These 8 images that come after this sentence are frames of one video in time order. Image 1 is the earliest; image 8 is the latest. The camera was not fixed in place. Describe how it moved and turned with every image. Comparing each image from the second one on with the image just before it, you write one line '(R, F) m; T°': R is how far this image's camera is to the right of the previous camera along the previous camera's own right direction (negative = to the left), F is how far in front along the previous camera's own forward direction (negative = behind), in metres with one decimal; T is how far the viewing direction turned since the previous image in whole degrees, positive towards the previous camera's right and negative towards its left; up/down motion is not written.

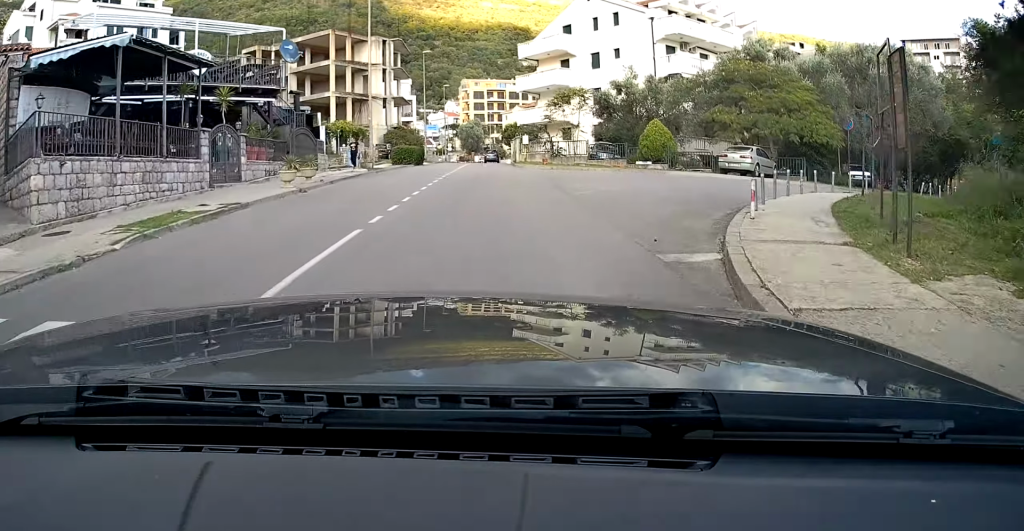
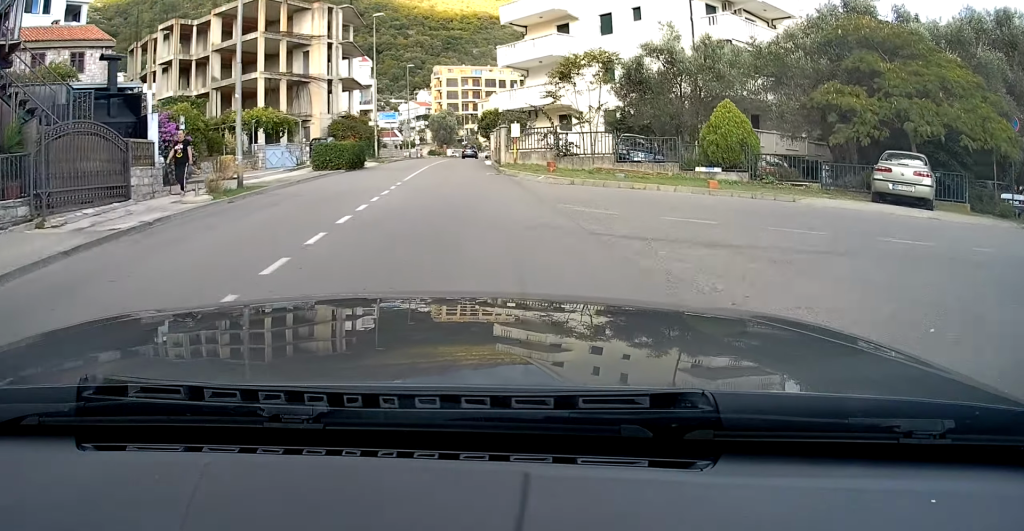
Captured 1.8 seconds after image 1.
(+0.4, +16.0) m; +1°
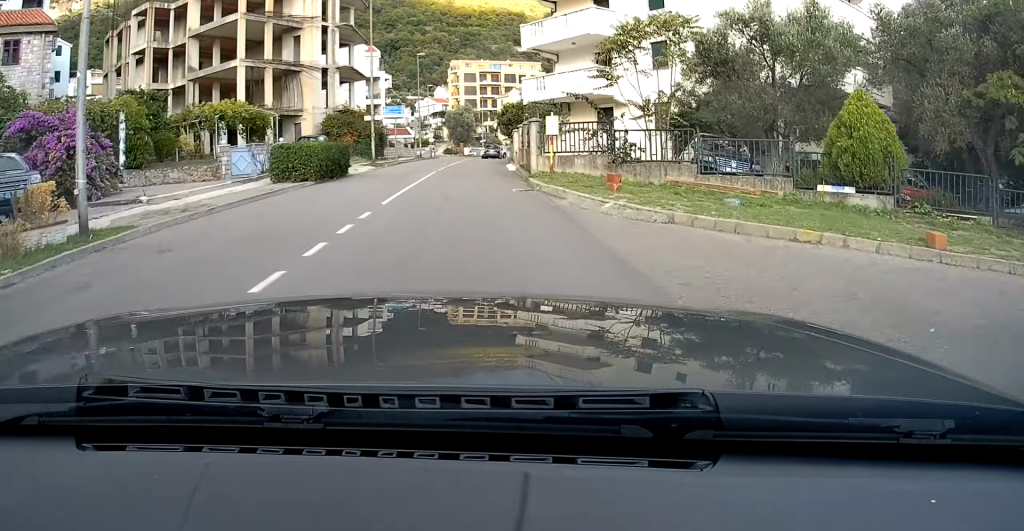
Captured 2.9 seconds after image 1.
(0.0, +8.9) m; +1°
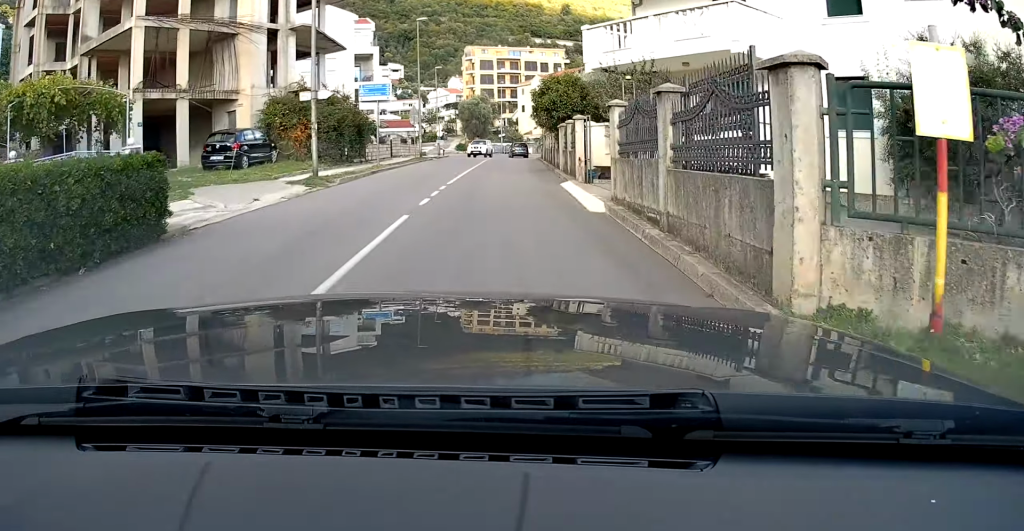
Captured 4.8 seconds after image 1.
(0.0, +16.6) m; +1°
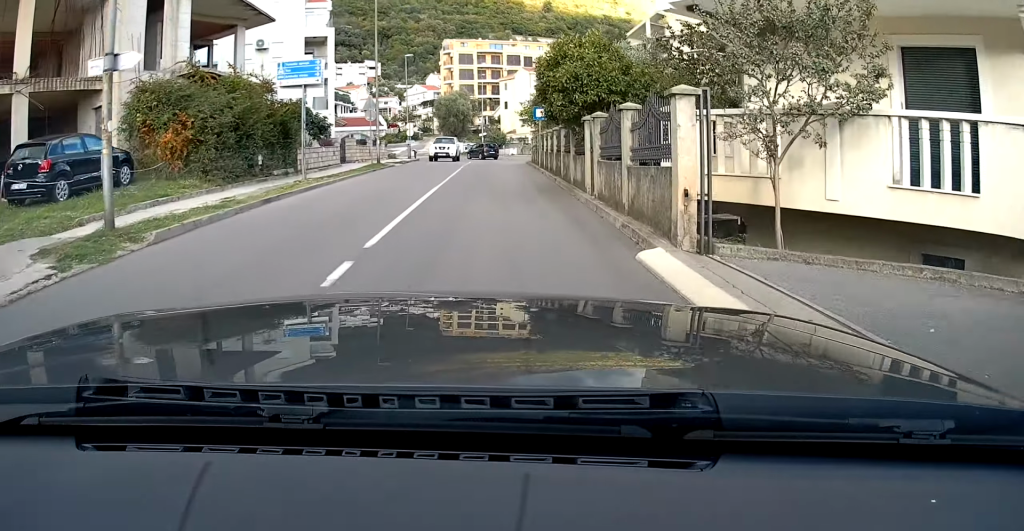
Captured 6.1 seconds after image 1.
(+0.1, +10.6) m; +1°
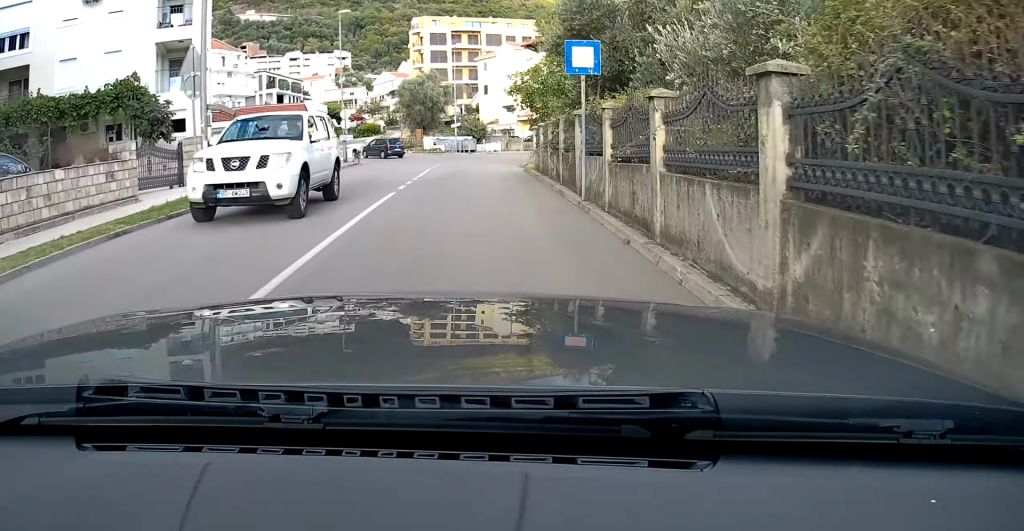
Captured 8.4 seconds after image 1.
(+0.4, +18.9) m; +1°
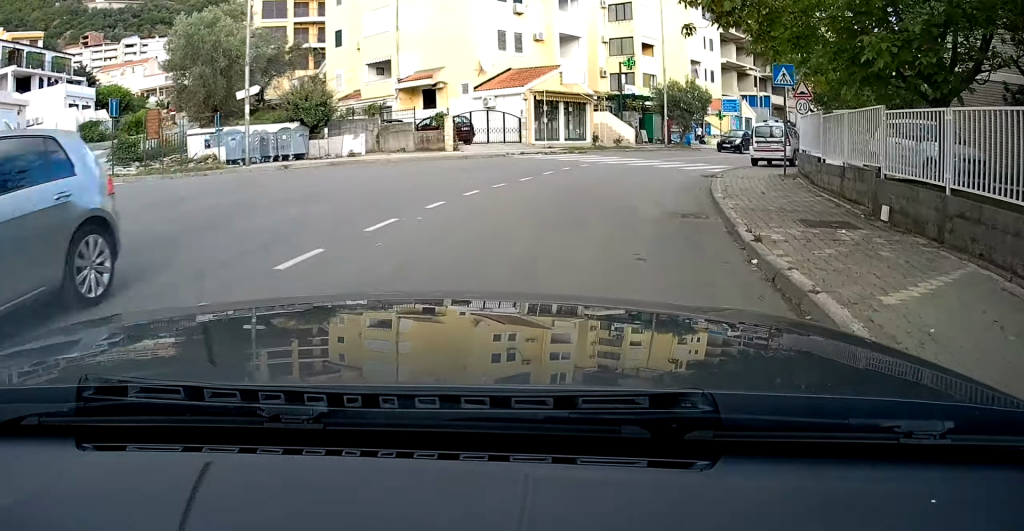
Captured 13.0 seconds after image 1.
(+3.0, +34.1) m; +21°
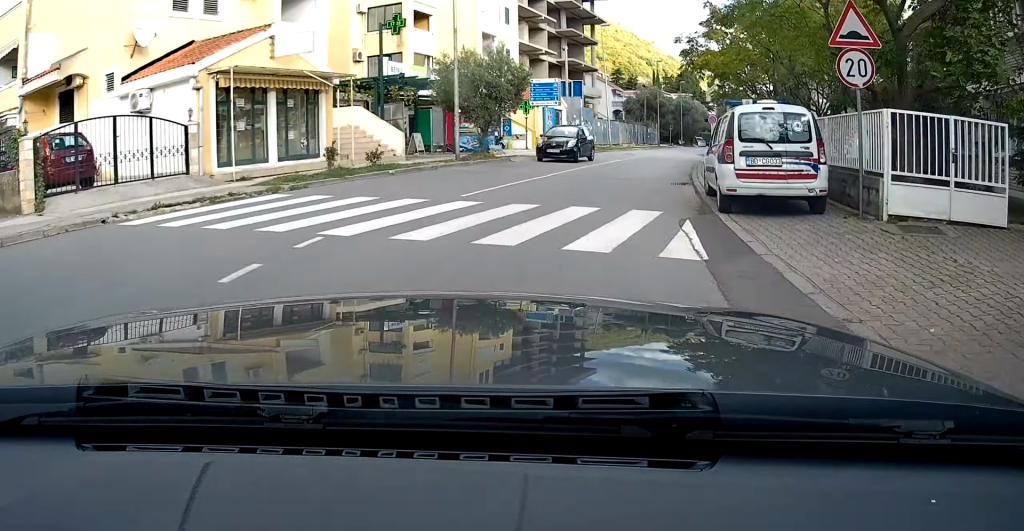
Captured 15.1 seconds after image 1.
(+2.9, +15.1) m; +19°
